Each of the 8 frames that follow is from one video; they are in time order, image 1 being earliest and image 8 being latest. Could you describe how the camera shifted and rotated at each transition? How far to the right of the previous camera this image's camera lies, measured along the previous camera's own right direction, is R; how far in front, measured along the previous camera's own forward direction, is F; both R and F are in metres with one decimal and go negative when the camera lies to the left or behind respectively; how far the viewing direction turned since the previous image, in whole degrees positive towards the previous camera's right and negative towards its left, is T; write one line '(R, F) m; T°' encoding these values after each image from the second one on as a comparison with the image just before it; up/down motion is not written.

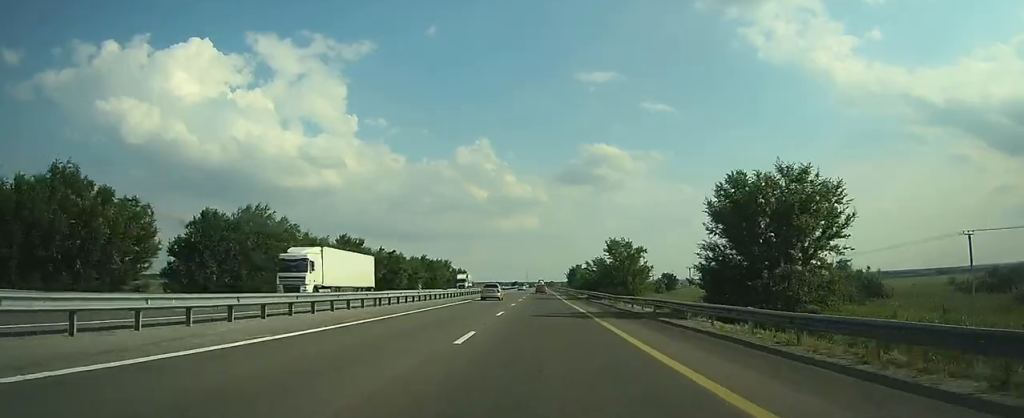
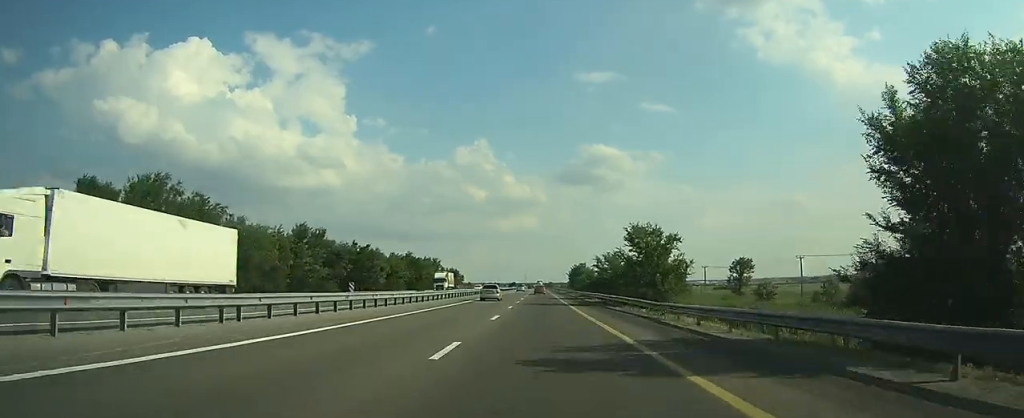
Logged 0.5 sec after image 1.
(0.0, +14.4) m; 0°
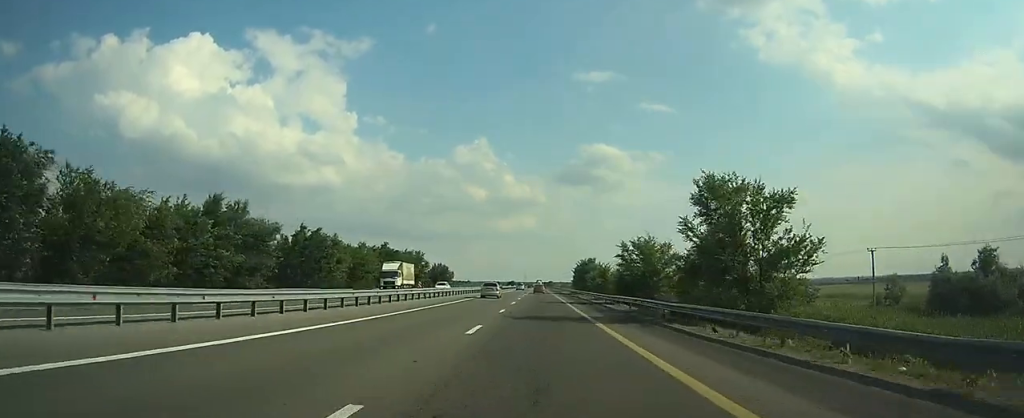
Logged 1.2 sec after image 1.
(0.0, +18.9) m; 0°
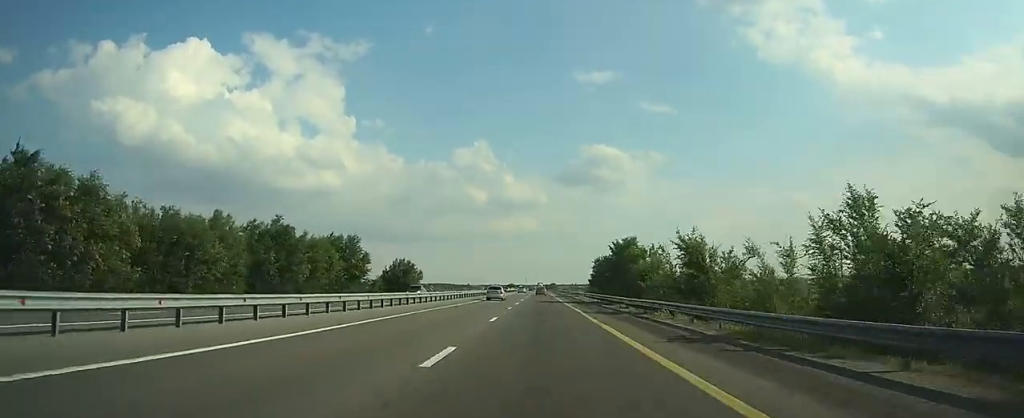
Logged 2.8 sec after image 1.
(0.0, +41.5) m; 0°
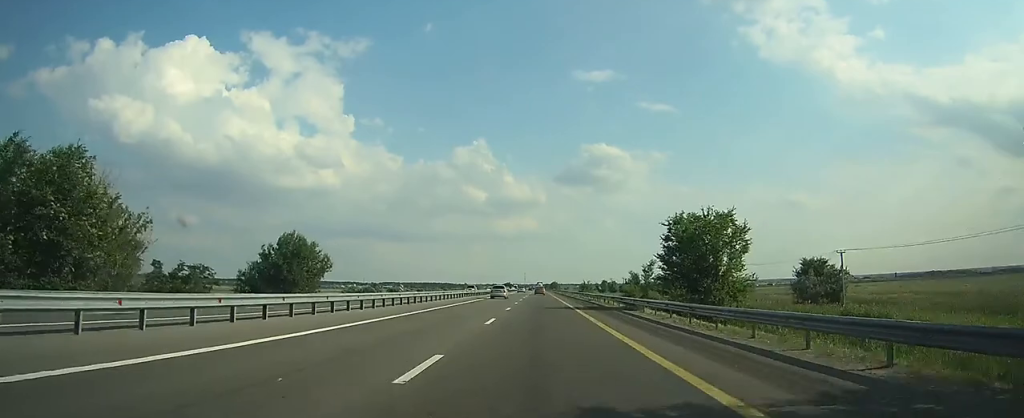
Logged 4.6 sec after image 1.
(+0.1, +49.0) m; 0°
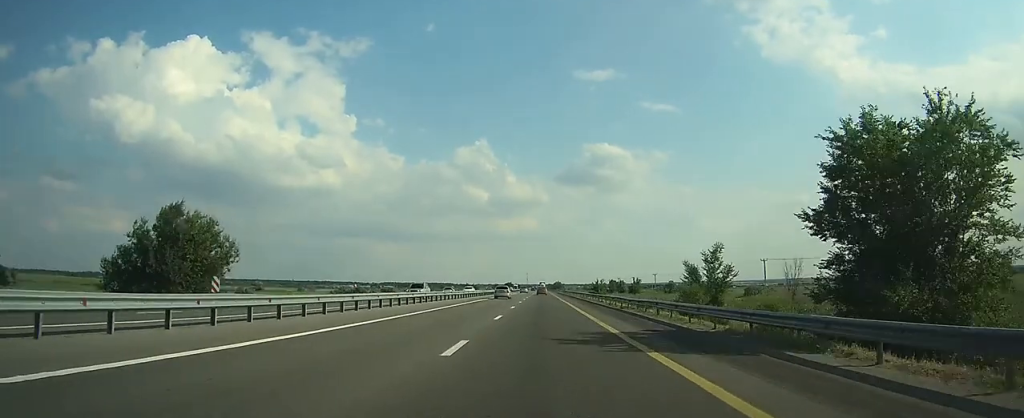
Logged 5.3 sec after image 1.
(0.0, +21.0) m; 0°
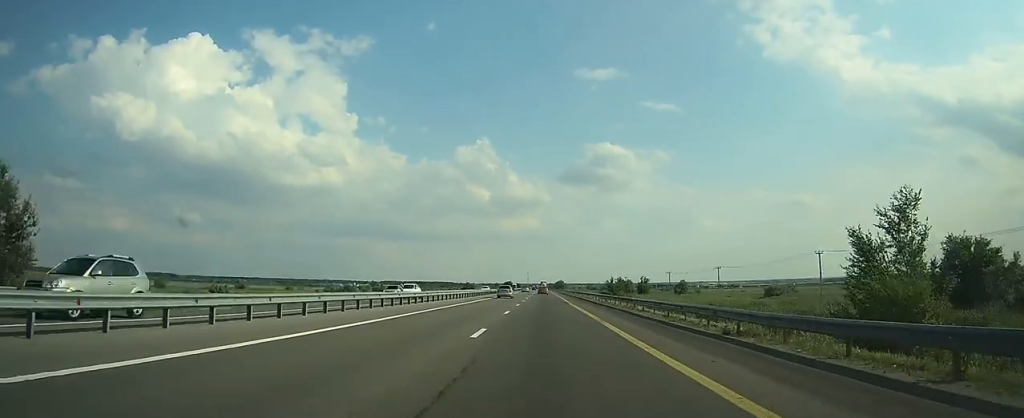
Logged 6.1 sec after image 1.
(0.0, +20.1) m; 0°
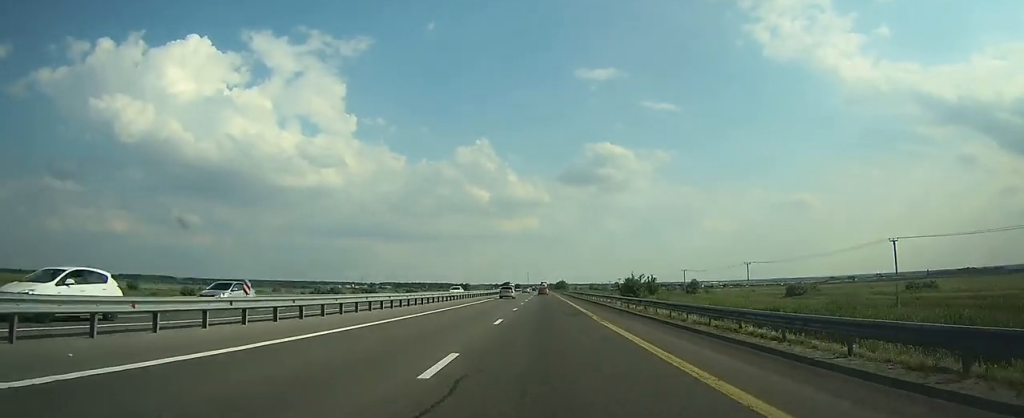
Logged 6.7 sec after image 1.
(0.0, +18.4) m; 0°
